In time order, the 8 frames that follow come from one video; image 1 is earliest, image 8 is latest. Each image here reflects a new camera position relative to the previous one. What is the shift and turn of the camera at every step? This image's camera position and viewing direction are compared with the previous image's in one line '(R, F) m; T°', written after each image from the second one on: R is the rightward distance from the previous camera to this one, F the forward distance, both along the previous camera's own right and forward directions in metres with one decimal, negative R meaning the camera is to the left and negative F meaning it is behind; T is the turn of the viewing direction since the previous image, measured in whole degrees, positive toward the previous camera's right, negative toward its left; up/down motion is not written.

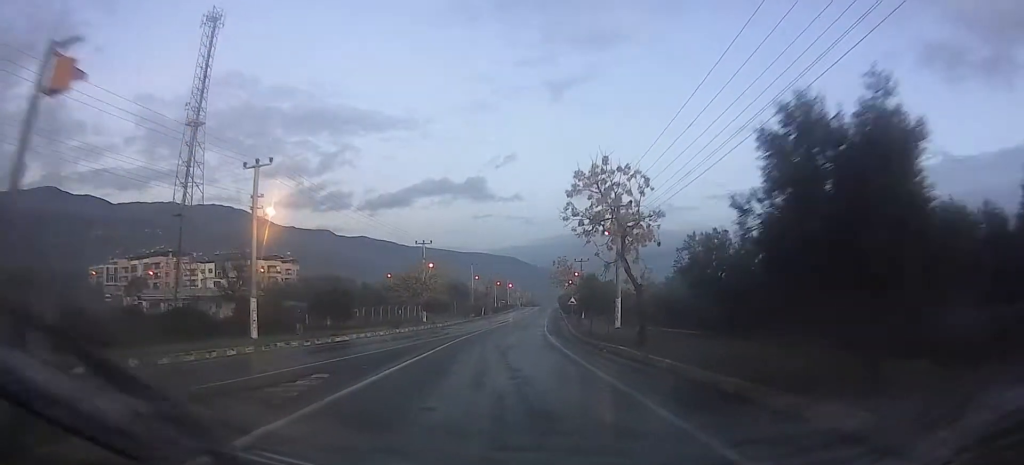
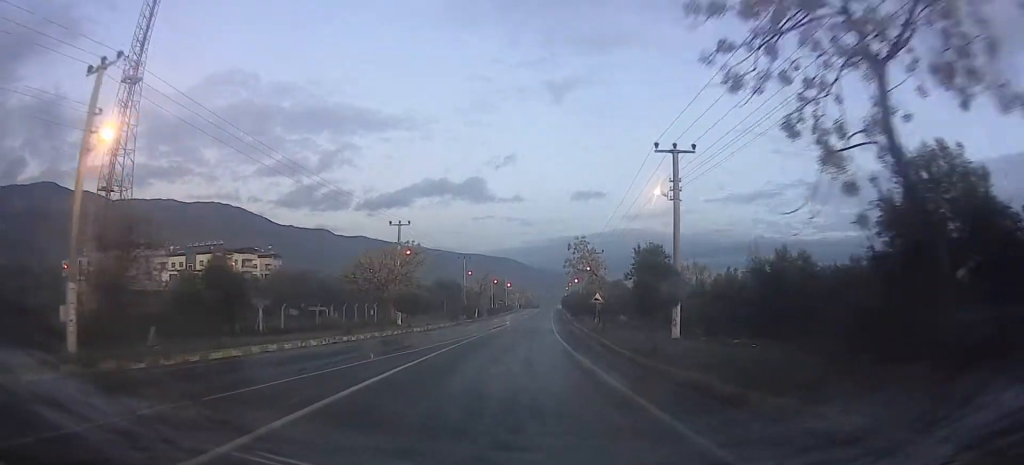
(0.0, +16.2) m; 0°
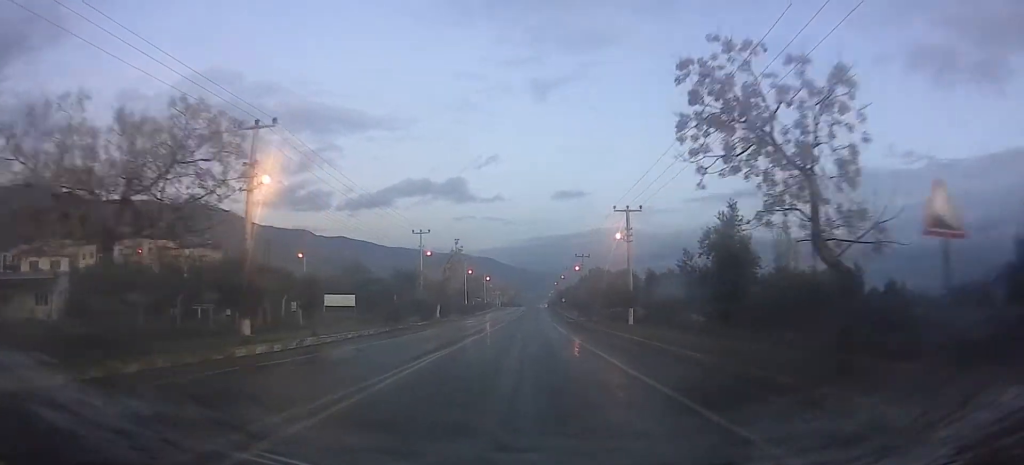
(+0.2, +33.2) m; +1°
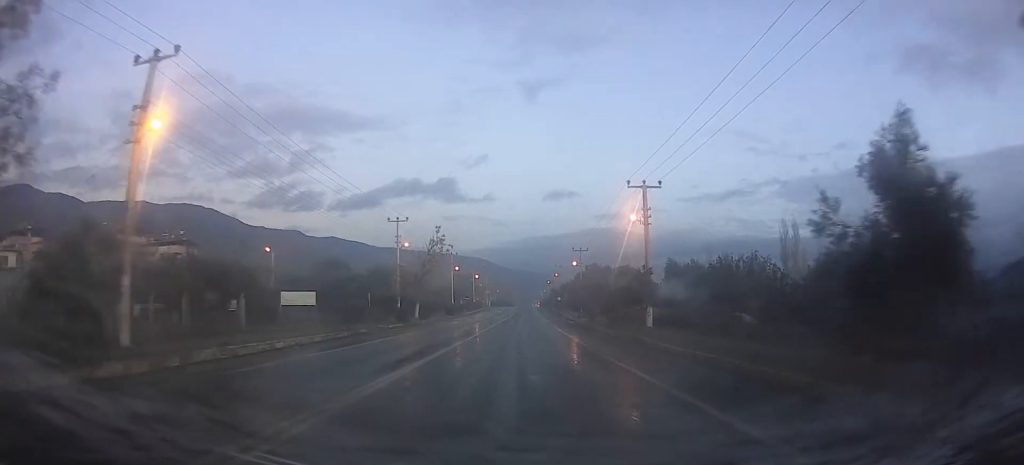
(+0.1, +9.3) m; 0°
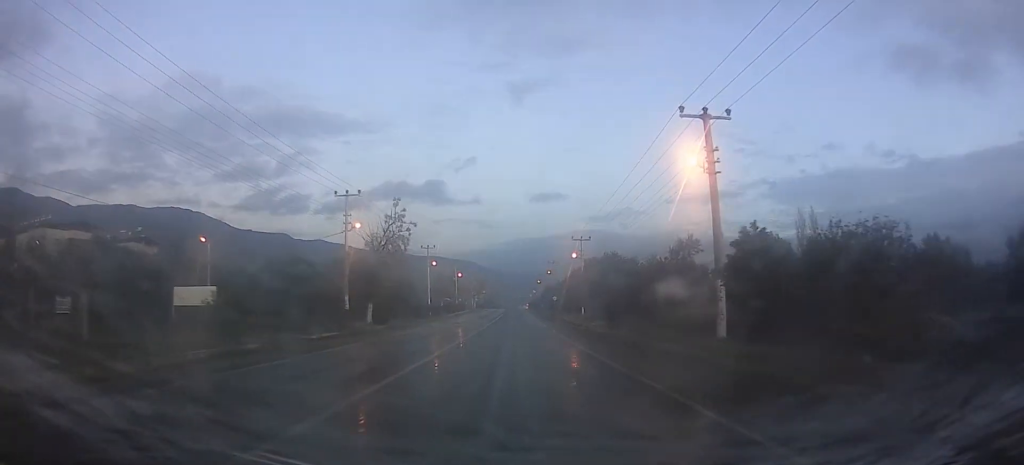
(+0.1, +15.1) m; +1°
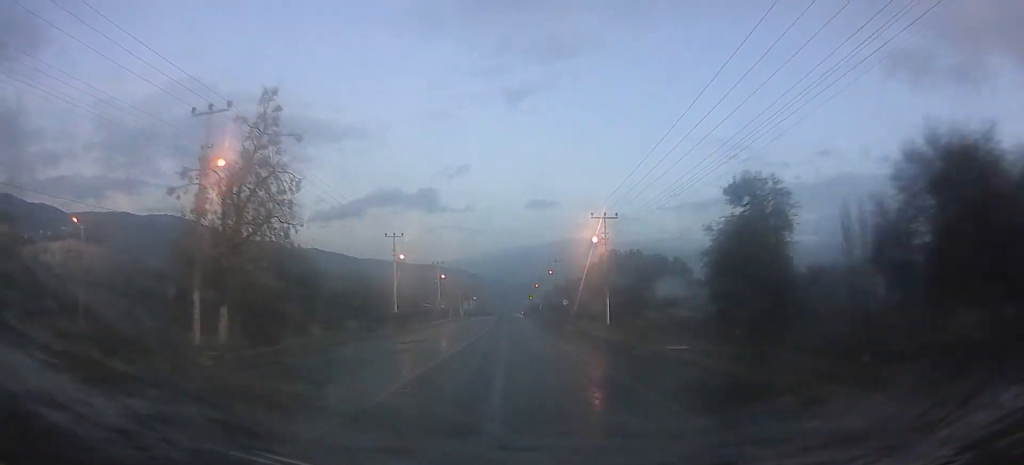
(+0.4, +20.8) m; +2°
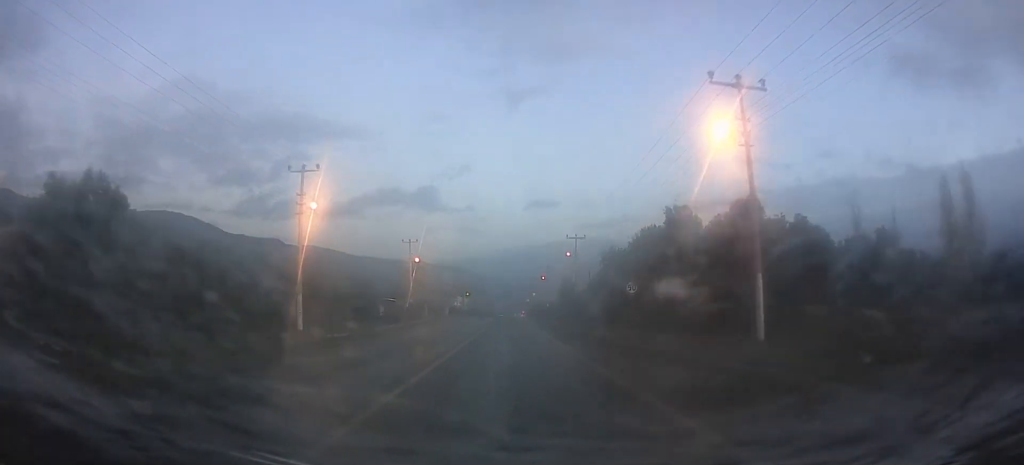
(+0.4, +27.7) m; 0°
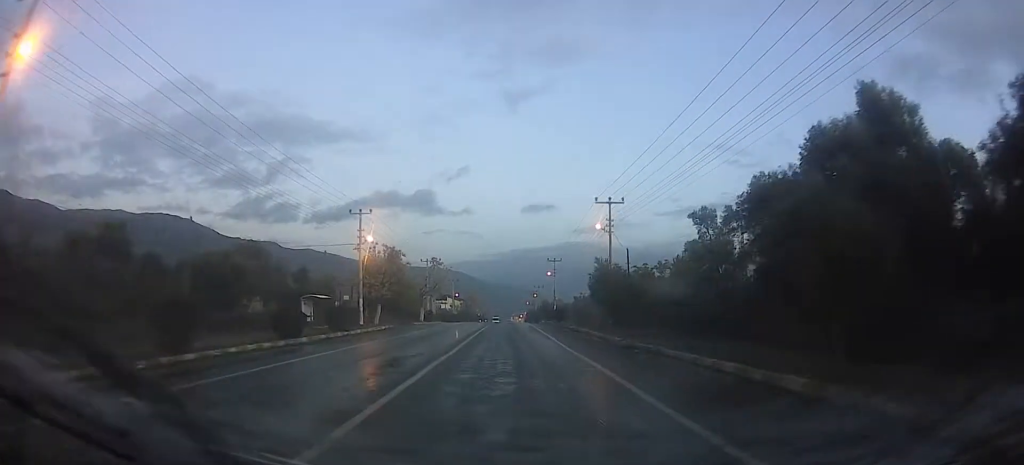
(-0.1, +23.5) m; 0°
